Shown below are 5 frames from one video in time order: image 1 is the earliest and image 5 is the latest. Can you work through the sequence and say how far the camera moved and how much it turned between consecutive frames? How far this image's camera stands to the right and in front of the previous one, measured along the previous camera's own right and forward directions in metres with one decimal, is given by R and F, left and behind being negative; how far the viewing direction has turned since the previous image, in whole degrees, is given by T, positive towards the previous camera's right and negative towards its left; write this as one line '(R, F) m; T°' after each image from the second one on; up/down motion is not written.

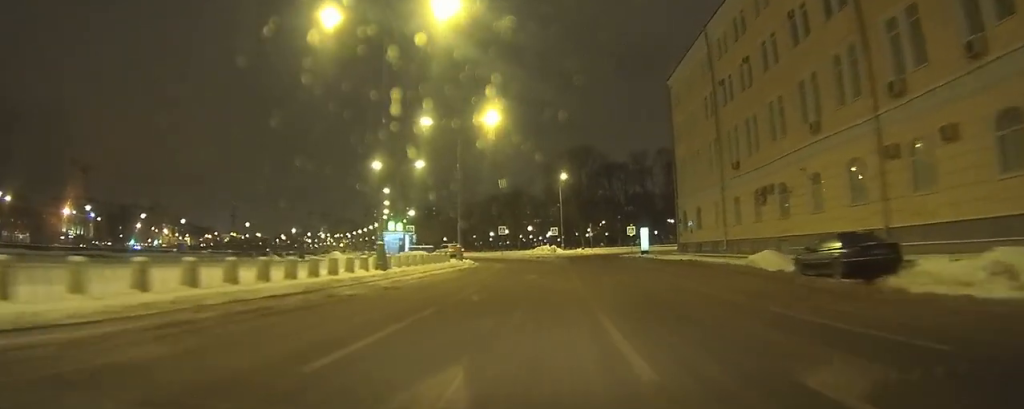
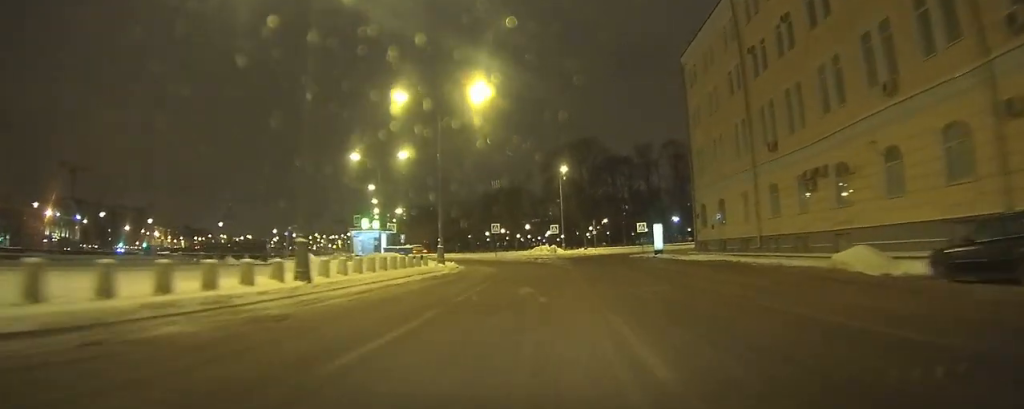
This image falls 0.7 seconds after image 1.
(+0.7, +8.7) m; +4°
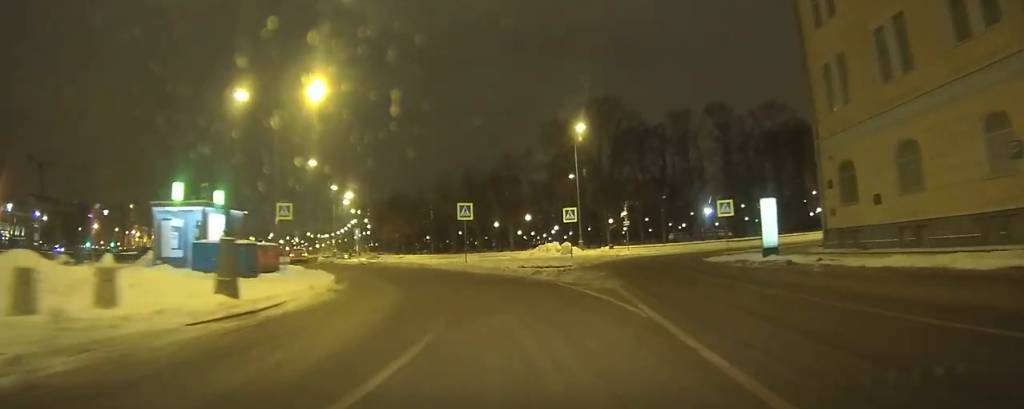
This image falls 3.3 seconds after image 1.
(-0.5, +28.8) m; -6°
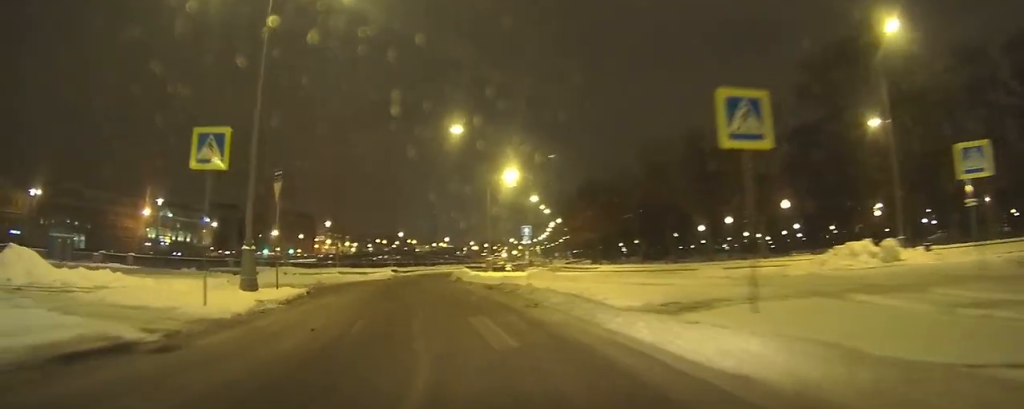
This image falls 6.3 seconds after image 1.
(-5.3, +25.7) m; -23°
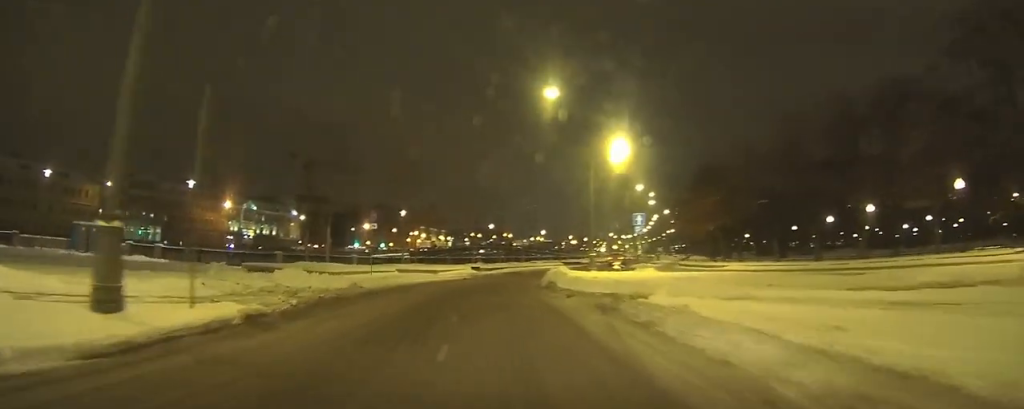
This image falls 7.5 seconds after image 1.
(-0.4, +9.8) m; -7°
